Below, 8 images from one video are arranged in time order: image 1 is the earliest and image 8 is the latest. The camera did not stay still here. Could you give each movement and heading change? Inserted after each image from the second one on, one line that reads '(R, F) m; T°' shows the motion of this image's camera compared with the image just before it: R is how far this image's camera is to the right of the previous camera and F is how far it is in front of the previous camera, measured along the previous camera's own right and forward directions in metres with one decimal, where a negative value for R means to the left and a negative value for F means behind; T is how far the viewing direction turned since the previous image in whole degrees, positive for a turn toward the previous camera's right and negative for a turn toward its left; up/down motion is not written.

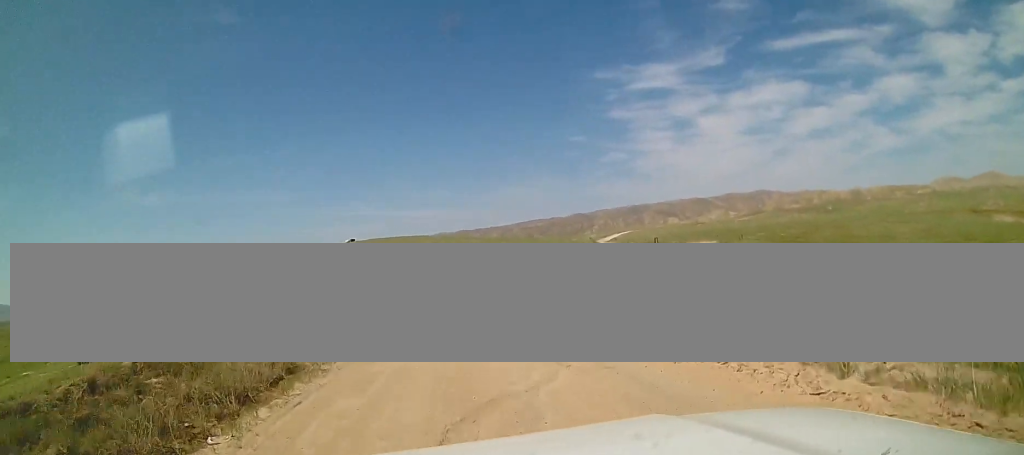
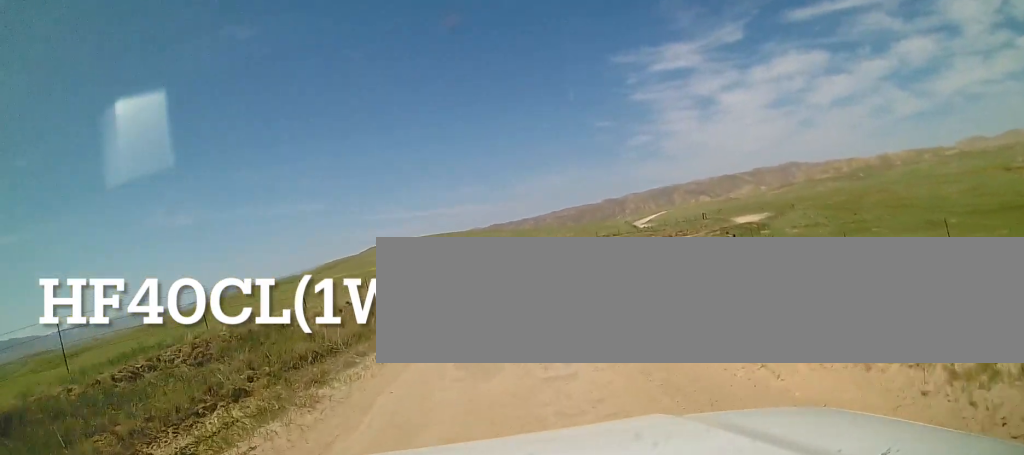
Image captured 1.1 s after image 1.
(+0.1, +9.7) m; -4°
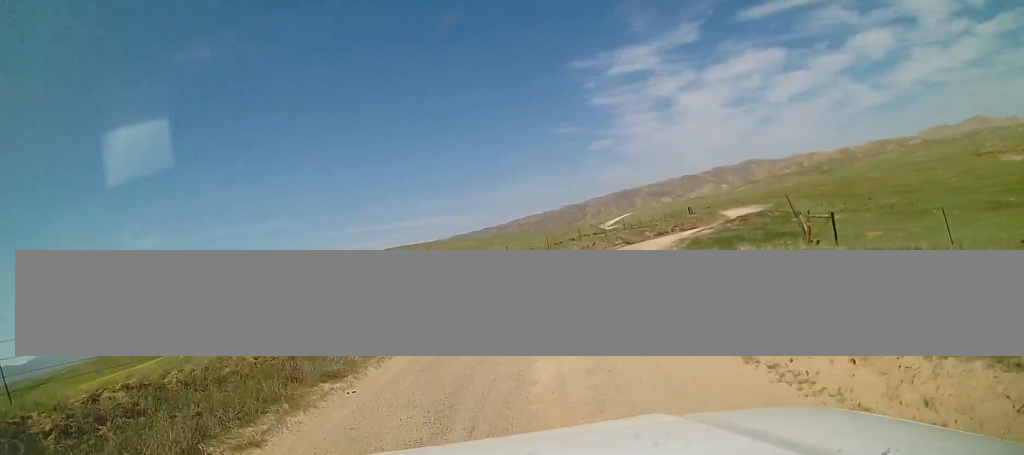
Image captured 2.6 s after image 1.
(-0.2, +13.2) m; +4°
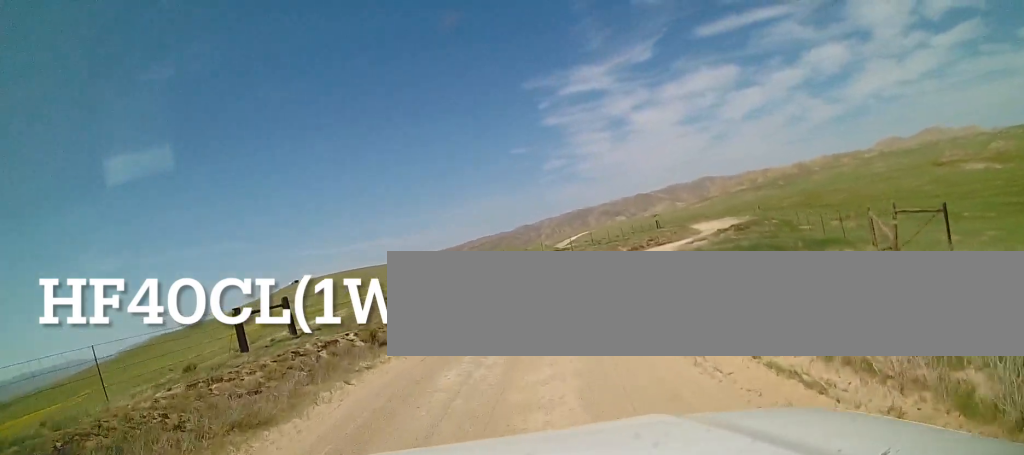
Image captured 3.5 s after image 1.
(+0.5, +7.5) m; +4°
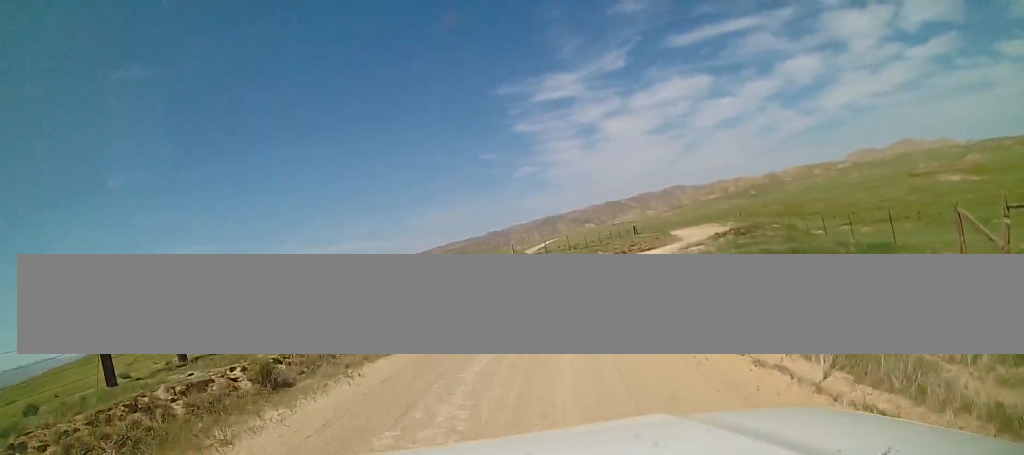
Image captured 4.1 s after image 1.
(-0.3, +4.7) m; +3°
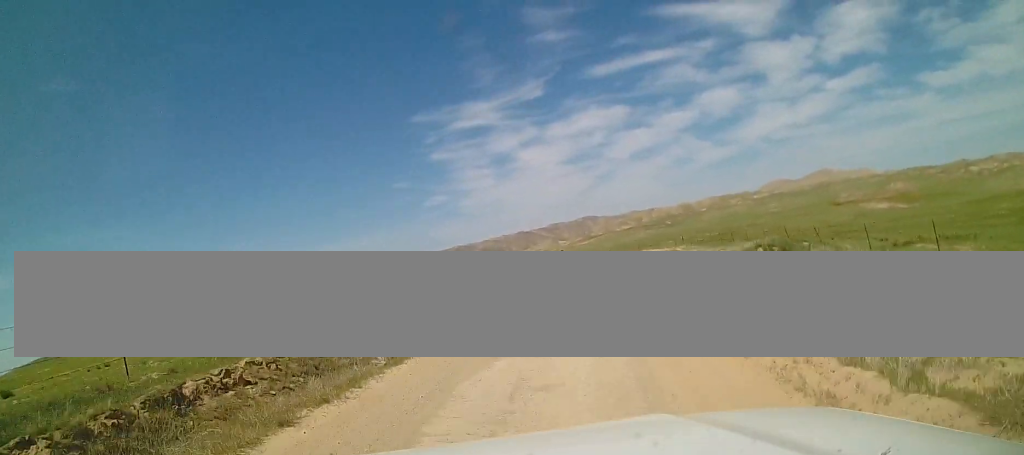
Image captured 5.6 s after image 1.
(+1.4, +12.6) m; +10°
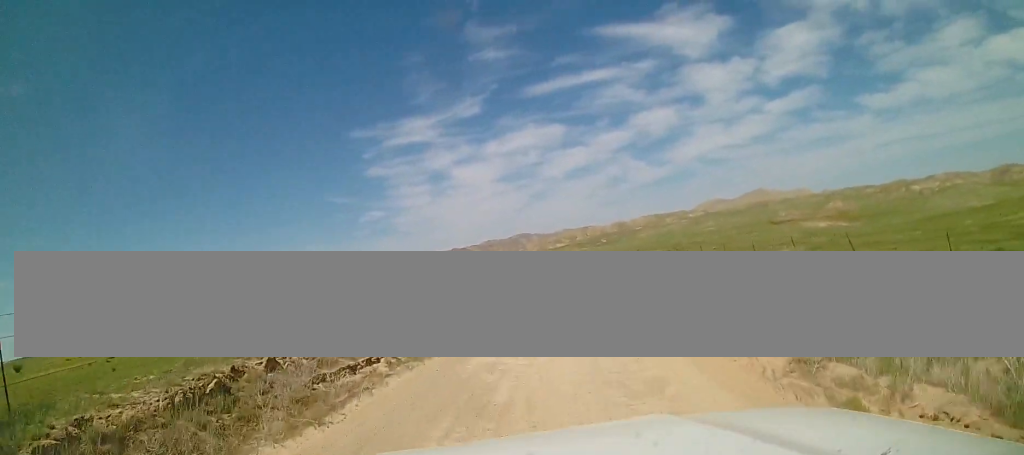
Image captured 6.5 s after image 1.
(+0.2, +7.5) m; +6°
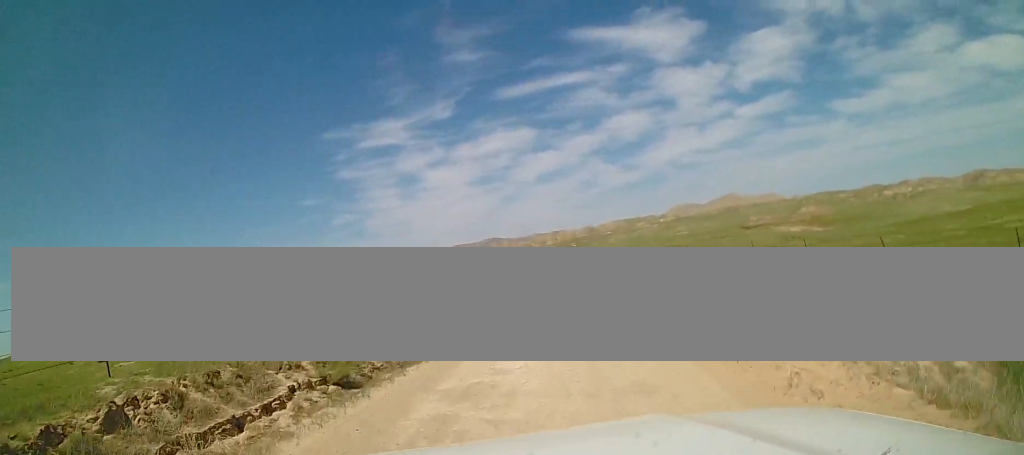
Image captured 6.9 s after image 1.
(+0.3, +3.6) m; +3°
